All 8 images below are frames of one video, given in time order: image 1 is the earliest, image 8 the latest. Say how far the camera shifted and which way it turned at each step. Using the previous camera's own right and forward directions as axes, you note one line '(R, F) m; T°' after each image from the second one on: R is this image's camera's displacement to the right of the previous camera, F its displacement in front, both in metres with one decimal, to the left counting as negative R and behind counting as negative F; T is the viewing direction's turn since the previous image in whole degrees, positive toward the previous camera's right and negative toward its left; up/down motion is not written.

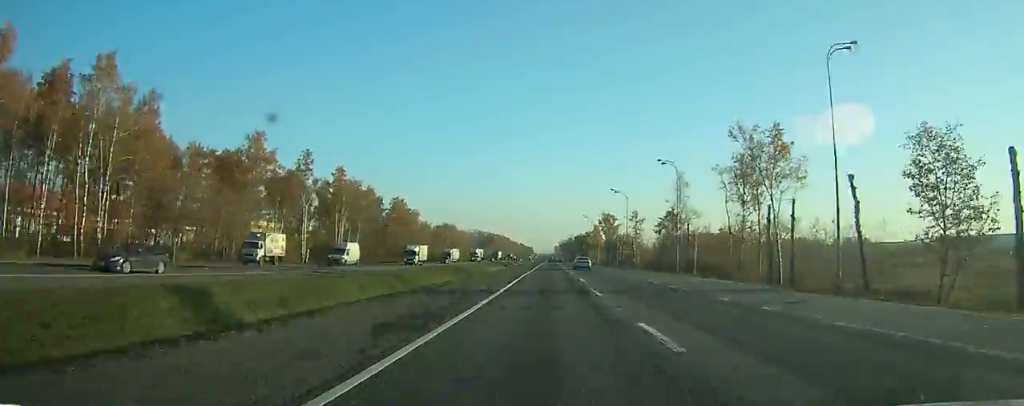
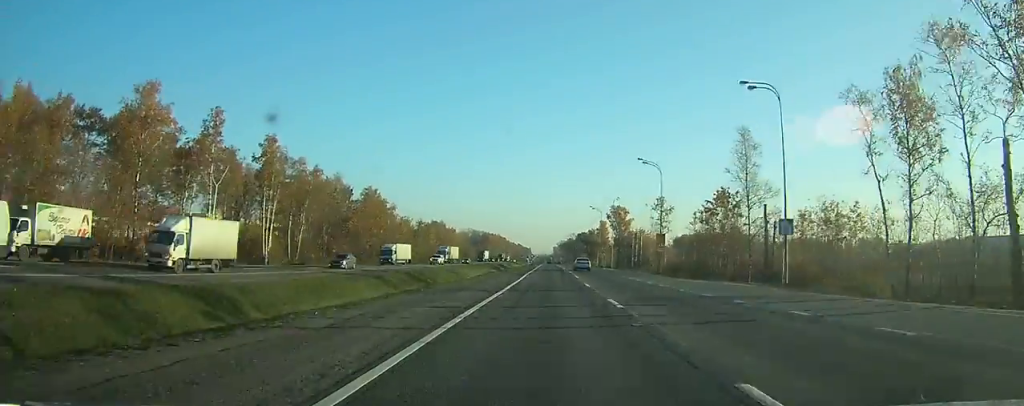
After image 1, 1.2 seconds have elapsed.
(-0.1, +29.1) m; 0°
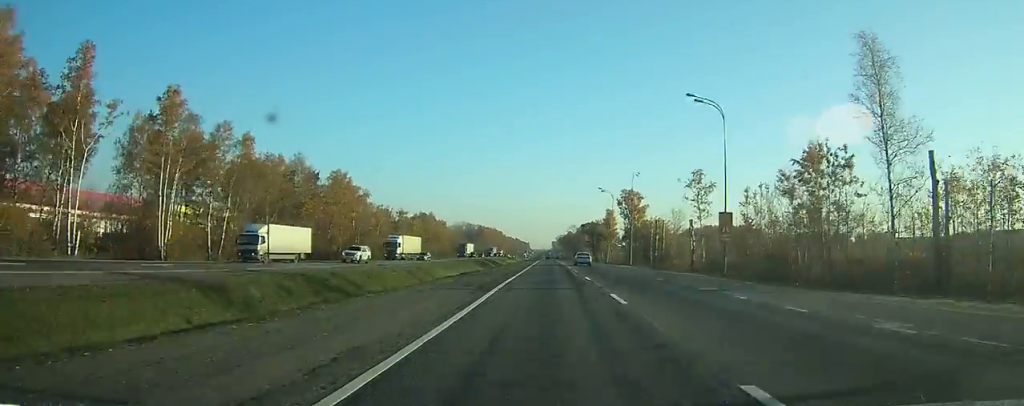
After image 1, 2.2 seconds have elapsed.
(-0.1, +24.1) m; 0°
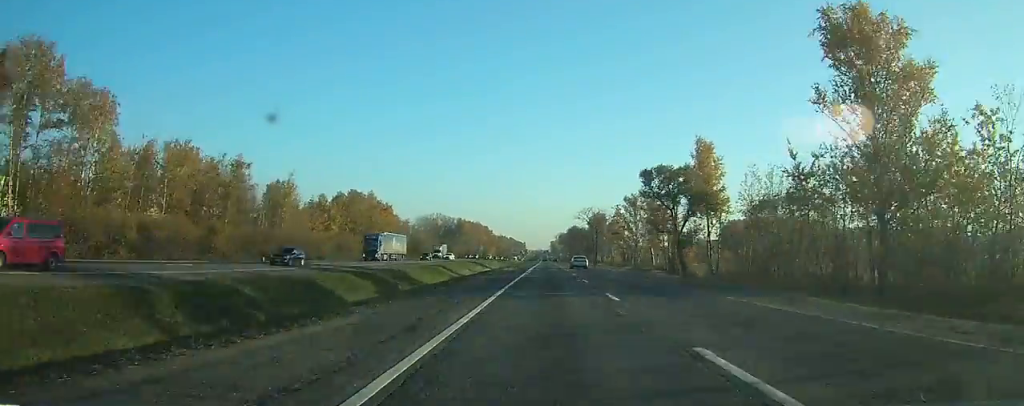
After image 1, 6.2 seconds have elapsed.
(+0.4, +94.6) m; 0°
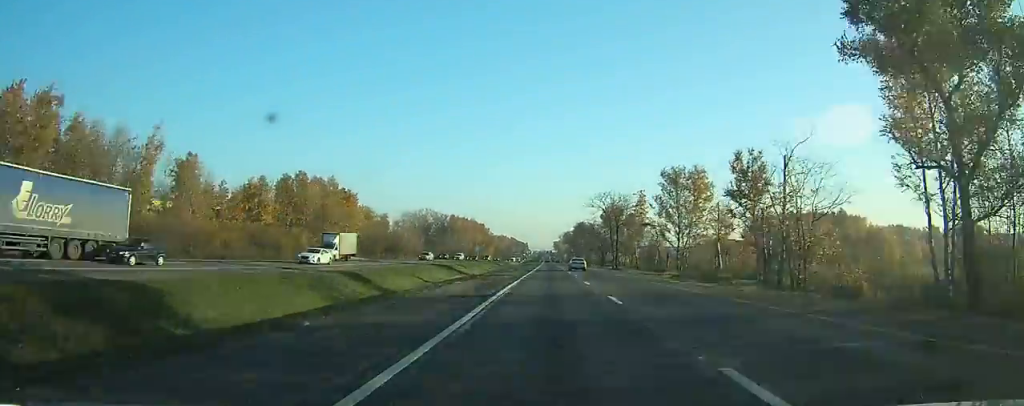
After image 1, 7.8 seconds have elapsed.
(-0.1, +37.3) m; 0°
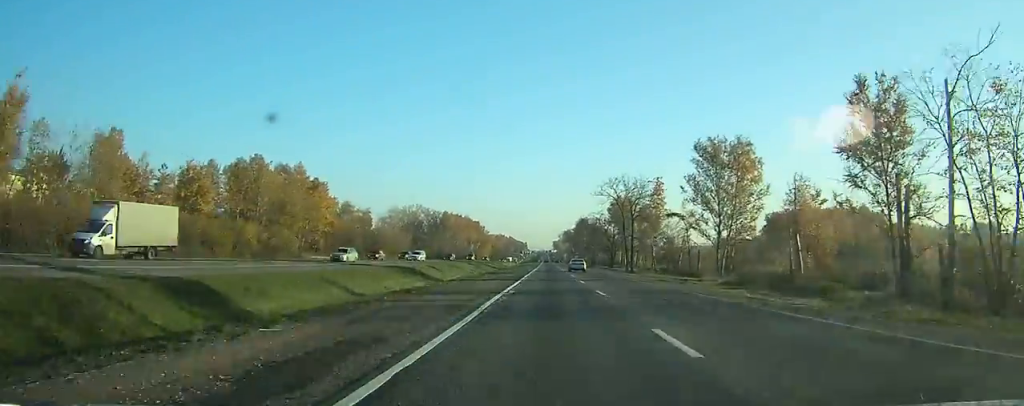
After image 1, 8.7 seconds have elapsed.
(0.0, +20.2) m; 0°
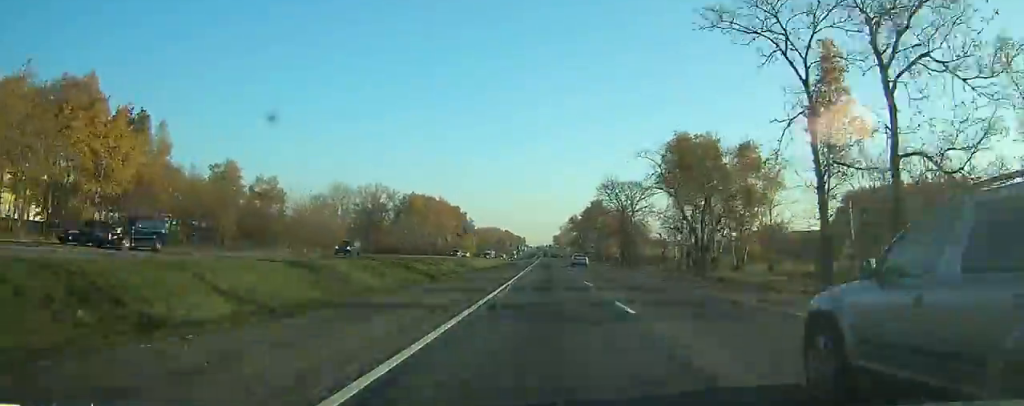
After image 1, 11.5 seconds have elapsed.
(0.0, +66.7) m; 0°
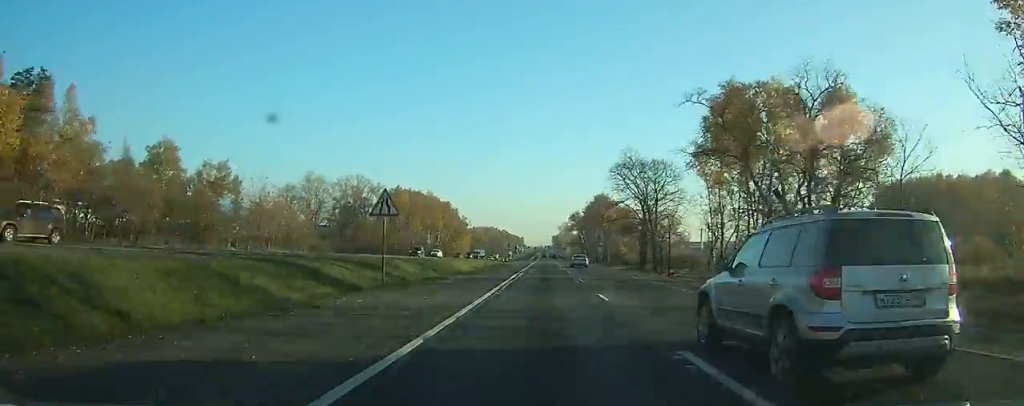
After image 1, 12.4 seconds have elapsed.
(0.0, +20.1) m; 0°
